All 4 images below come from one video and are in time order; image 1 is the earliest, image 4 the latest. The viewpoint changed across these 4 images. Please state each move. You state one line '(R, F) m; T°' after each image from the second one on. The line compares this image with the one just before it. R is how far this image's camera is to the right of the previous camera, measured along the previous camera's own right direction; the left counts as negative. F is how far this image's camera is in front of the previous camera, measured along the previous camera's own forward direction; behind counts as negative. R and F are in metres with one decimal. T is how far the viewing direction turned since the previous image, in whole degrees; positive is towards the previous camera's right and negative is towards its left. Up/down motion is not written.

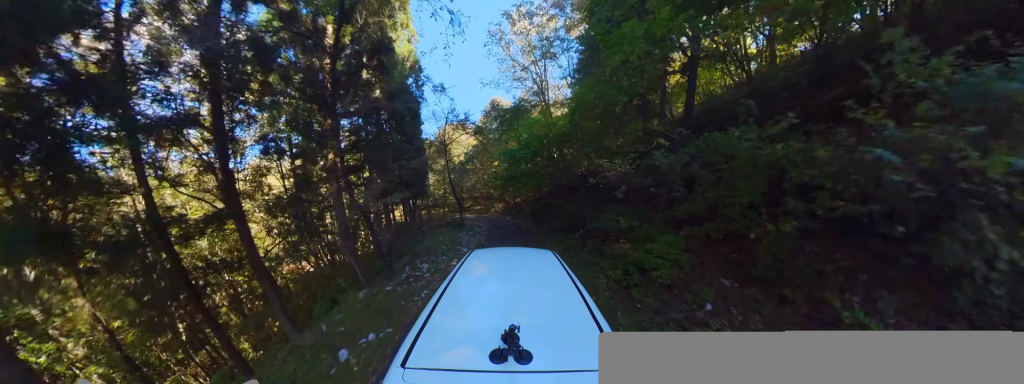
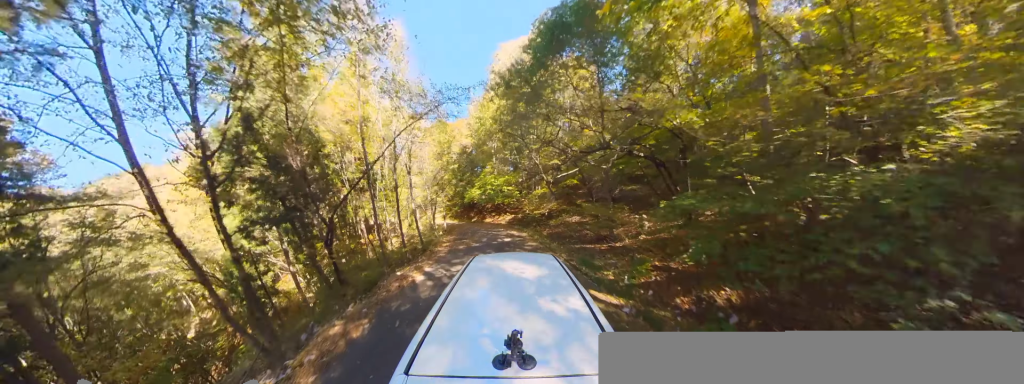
(-7.5, +24.9) m; -45°
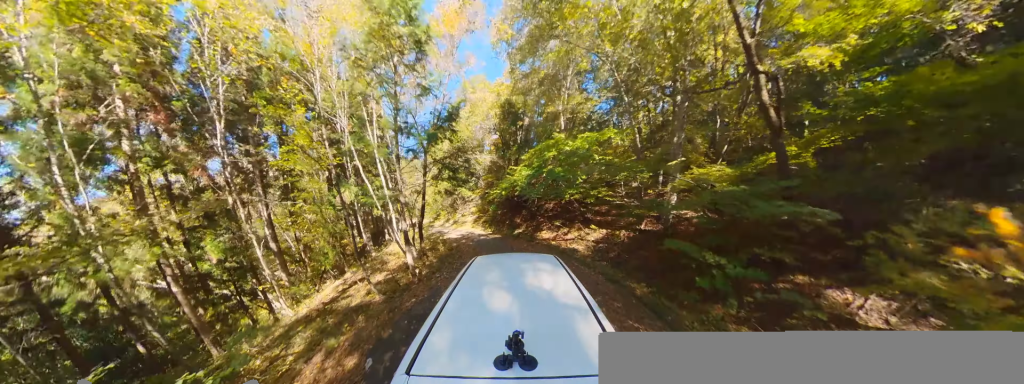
(-7.4, +15.3) m; -43°
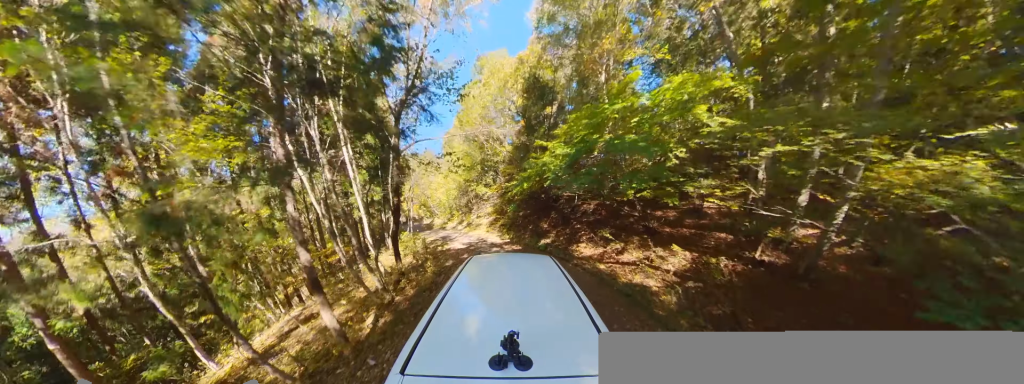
(-0.3, +5.7) m; -1°
